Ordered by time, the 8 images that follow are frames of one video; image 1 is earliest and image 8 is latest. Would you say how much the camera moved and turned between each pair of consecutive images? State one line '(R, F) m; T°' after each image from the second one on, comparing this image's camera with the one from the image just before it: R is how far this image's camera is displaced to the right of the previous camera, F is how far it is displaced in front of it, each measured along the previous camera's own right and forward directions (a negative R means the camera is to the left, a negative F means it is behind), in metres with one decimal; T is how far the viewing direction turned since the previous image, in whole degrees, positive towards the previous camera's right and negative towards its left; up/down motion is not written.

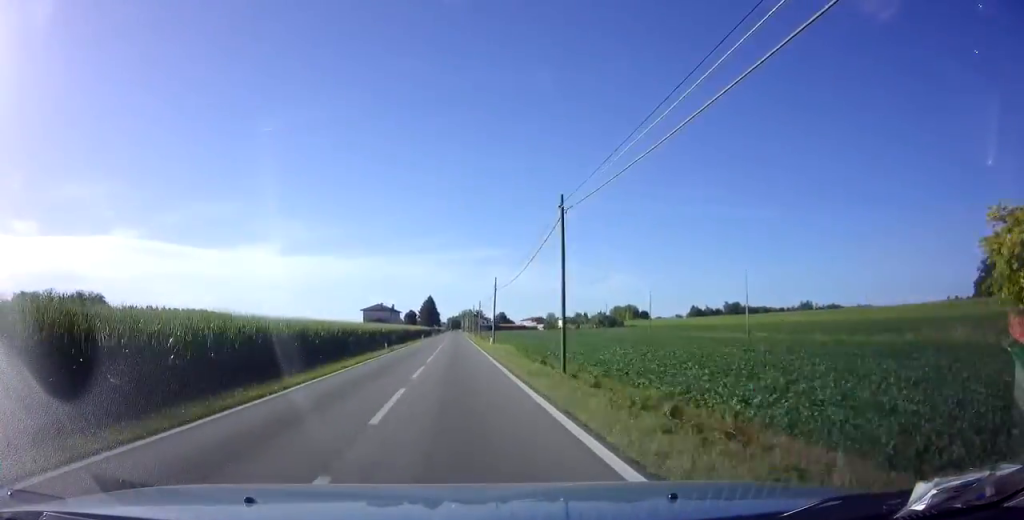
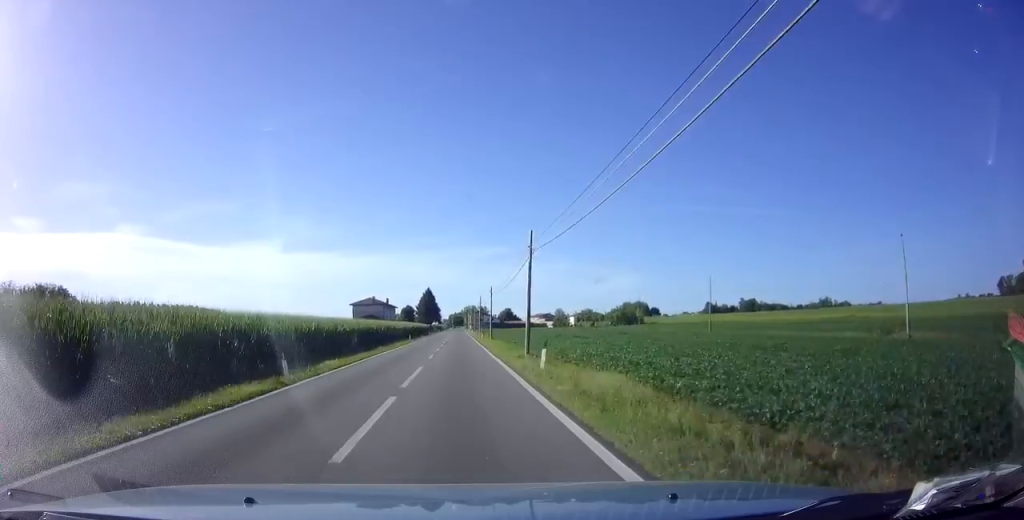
(-0.2, +23.4) m; 0°
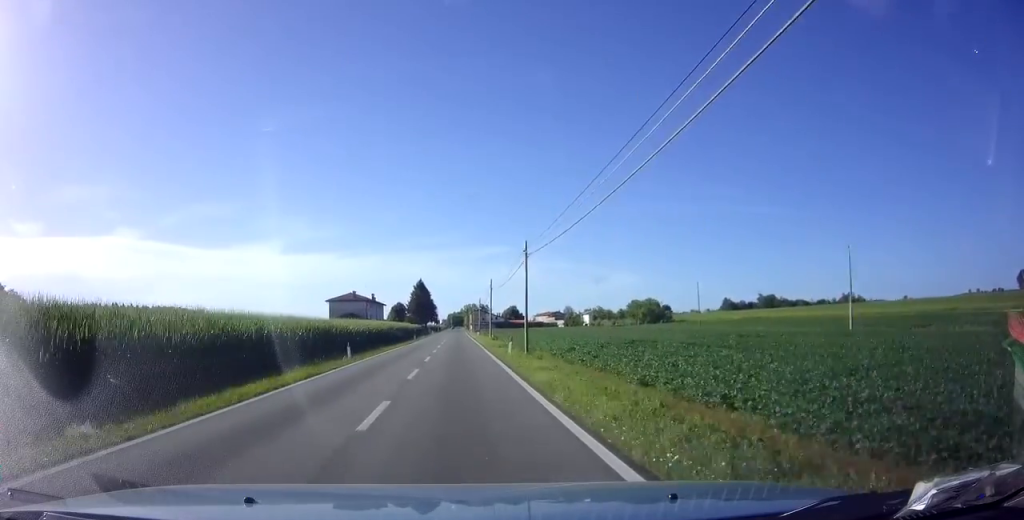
(+0.1, +30.2) m; 0°
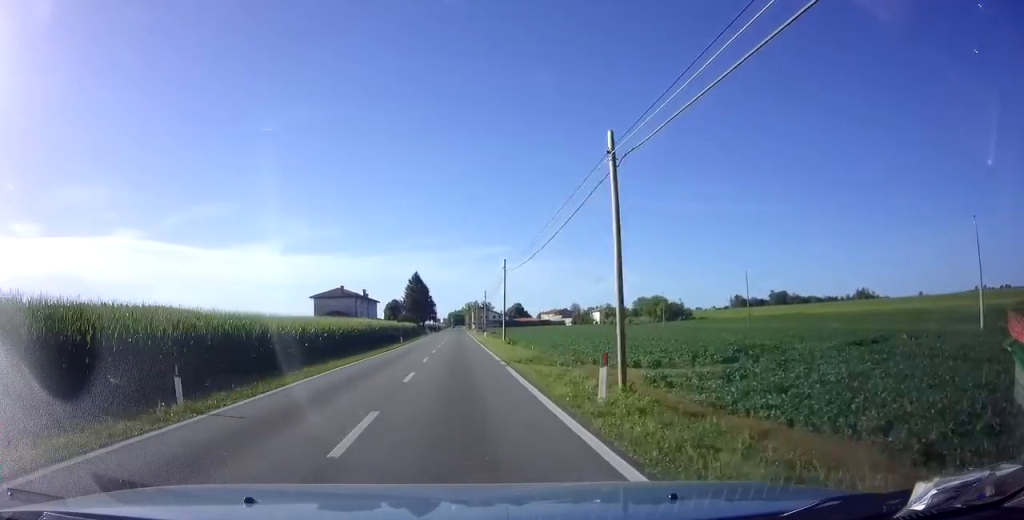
(0.0, +15.6) m; 0°
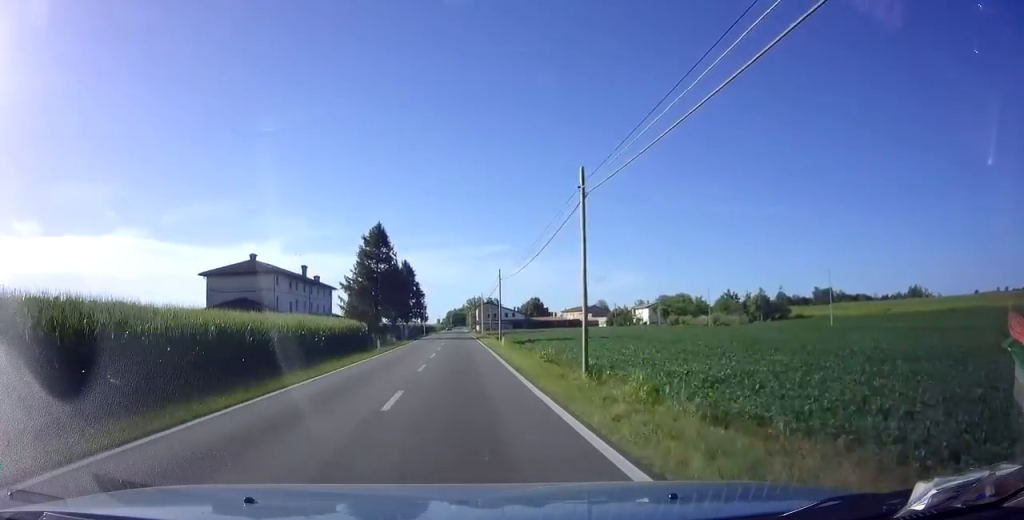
(-0.3, +56.1) m; 0°
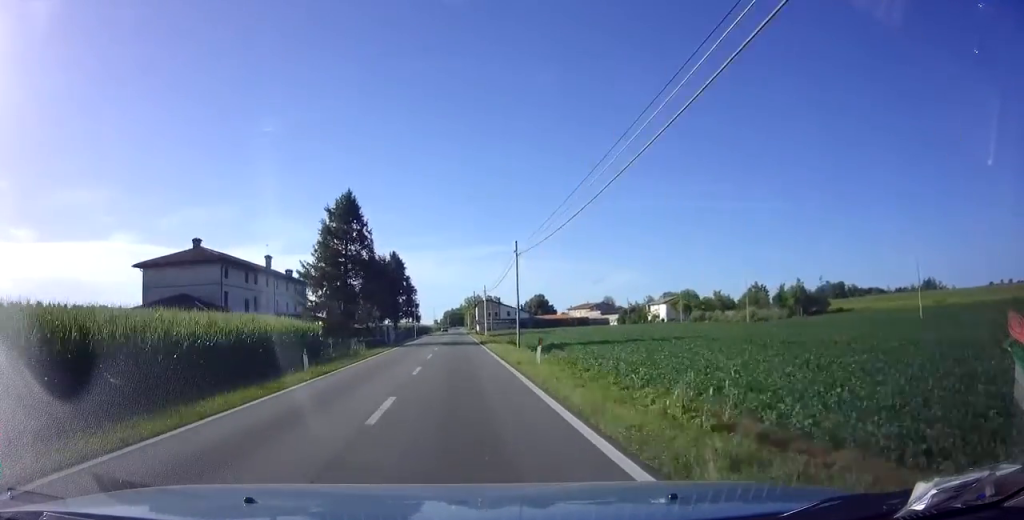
(0.0, +15.3) m; 0°
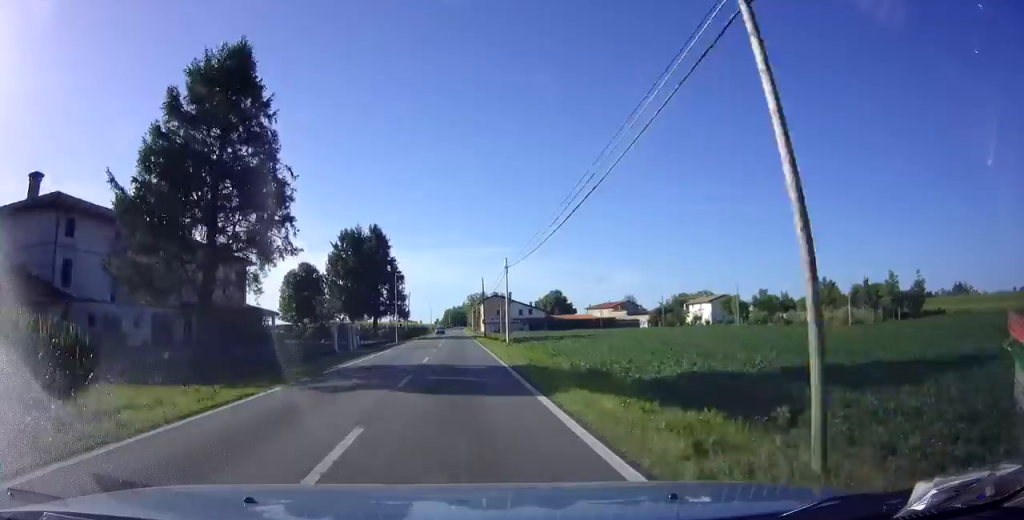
(+0.1, +25.6) m; 0°
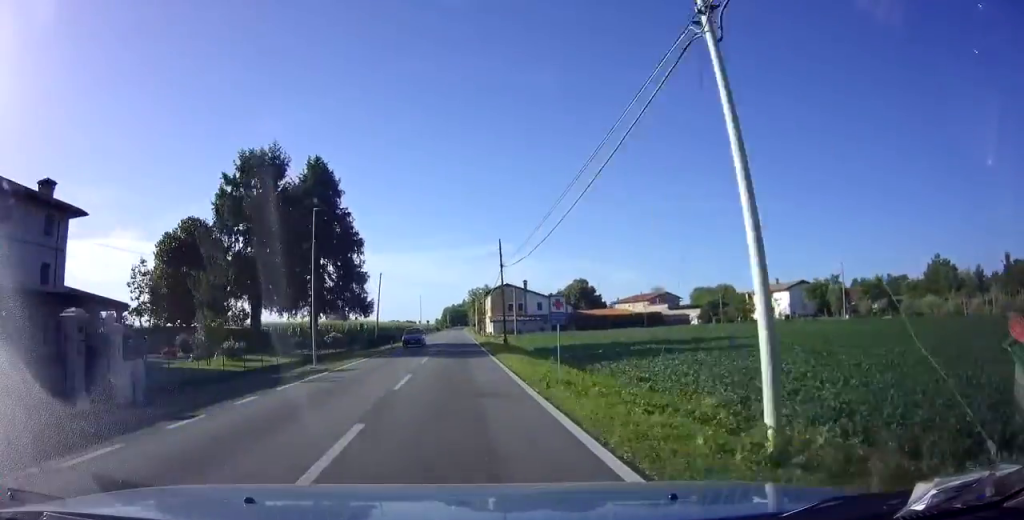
(0.0, +31.7) m; 0°
